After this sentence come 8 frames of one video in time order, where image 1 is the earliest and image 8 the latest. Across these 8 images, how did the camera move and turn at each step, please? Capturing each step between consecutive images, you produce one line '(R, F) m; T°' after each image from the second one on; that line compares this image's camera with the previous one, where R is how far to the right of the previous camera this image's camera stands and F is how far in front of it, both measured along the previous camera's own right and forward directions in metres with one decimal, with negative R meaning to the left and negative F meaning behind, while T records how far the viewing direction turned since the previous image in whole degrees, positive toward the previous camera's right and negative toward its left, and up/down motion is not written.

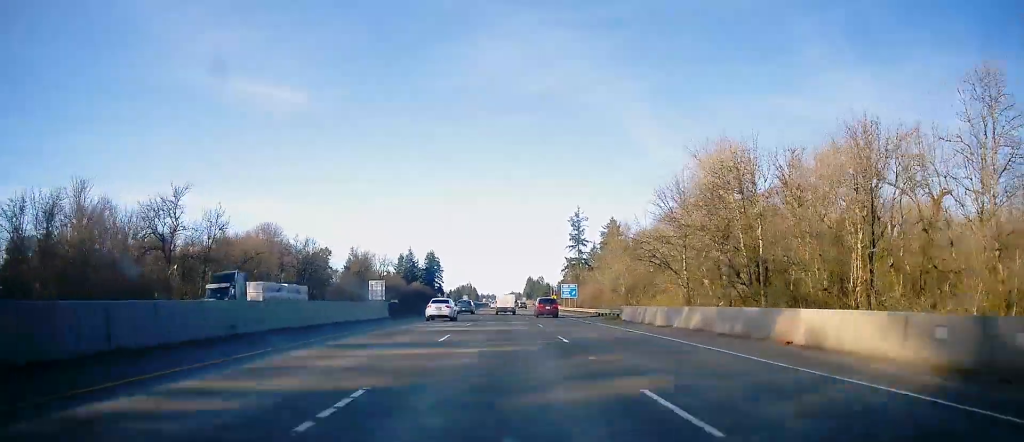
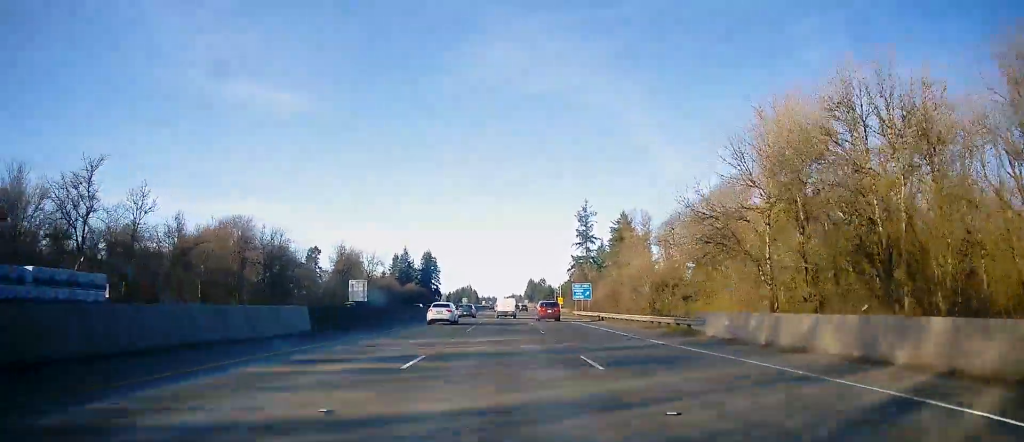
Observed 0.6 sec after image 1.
(+0.2, +18.6) m; 0°
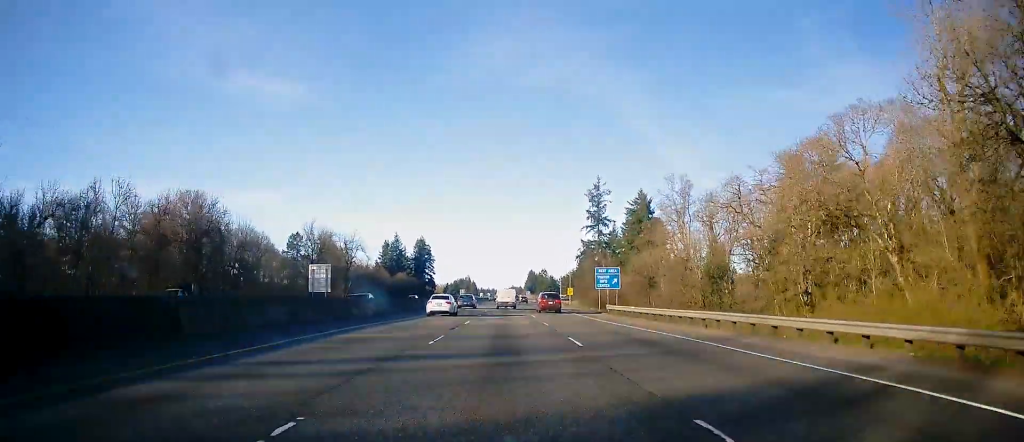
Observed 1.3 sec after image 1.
(0.0, +25.2) m; 0°
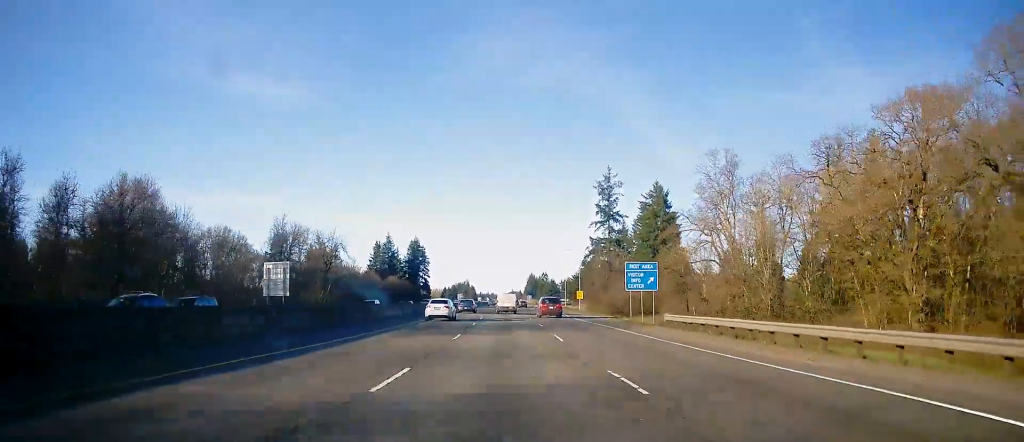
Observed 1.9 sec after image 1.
(-0.1, +18.7) m; 0°
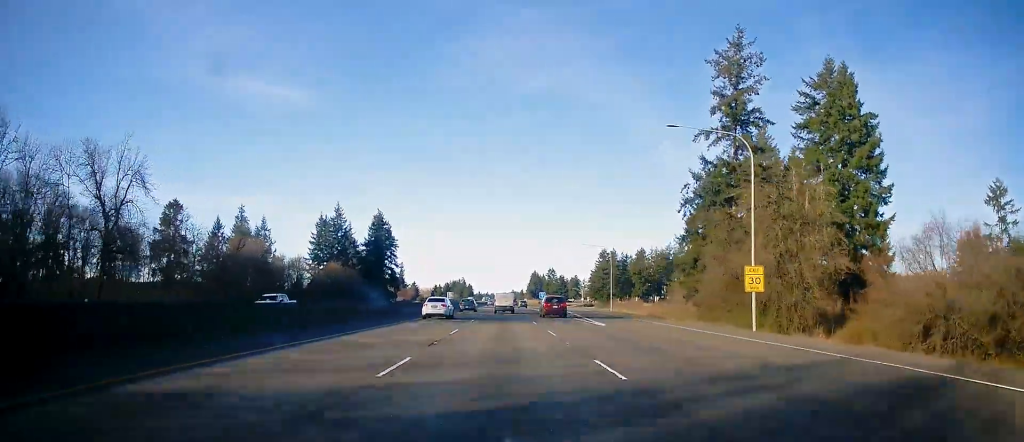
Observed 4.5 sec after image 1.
(+0.2, +84.2) m; +1°
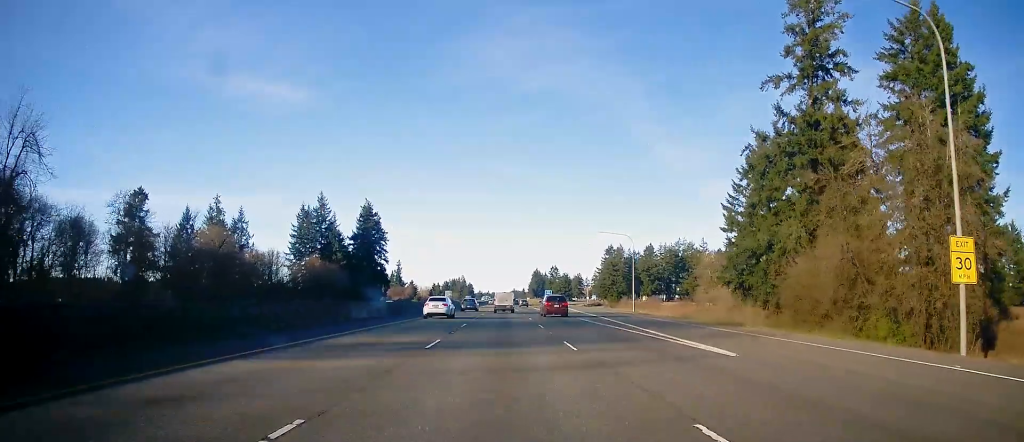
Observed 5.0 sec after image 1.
(+0.1, +18.6) m; 0°
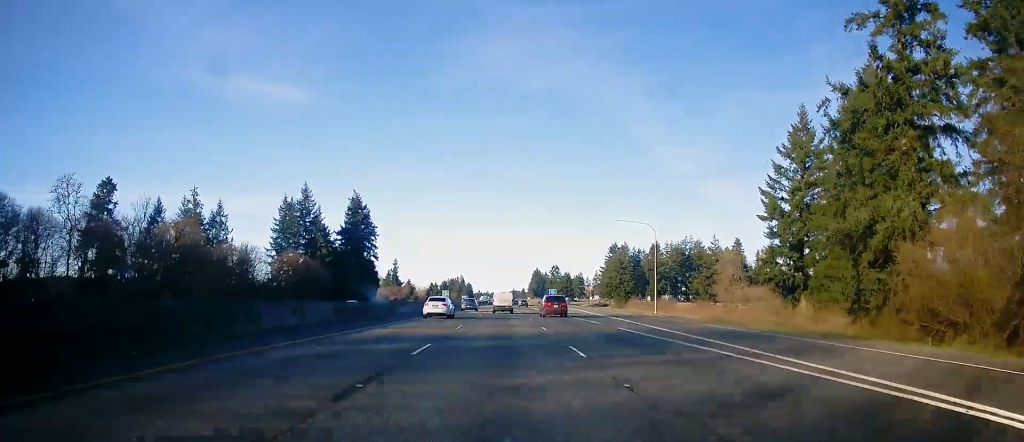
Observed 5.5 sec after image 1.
(0.0, +14.2) m; 0°
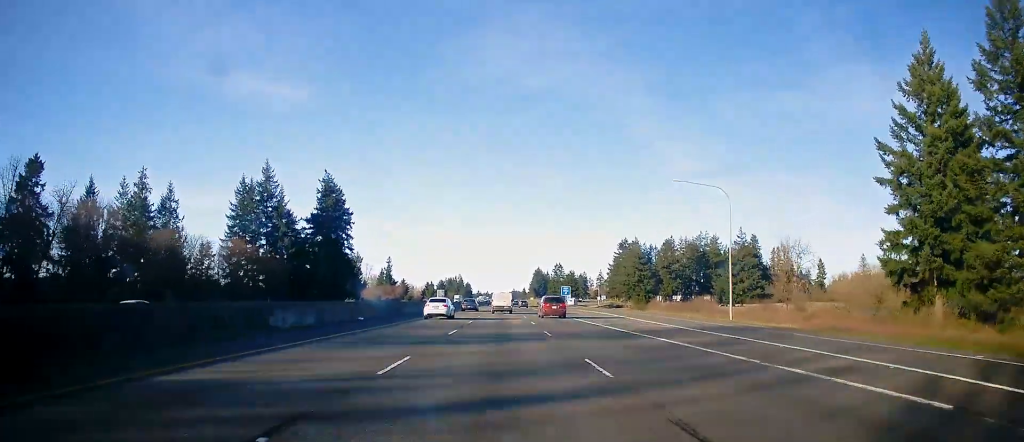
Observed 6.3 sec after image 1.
(-0.1, +27.4) m; 0°
